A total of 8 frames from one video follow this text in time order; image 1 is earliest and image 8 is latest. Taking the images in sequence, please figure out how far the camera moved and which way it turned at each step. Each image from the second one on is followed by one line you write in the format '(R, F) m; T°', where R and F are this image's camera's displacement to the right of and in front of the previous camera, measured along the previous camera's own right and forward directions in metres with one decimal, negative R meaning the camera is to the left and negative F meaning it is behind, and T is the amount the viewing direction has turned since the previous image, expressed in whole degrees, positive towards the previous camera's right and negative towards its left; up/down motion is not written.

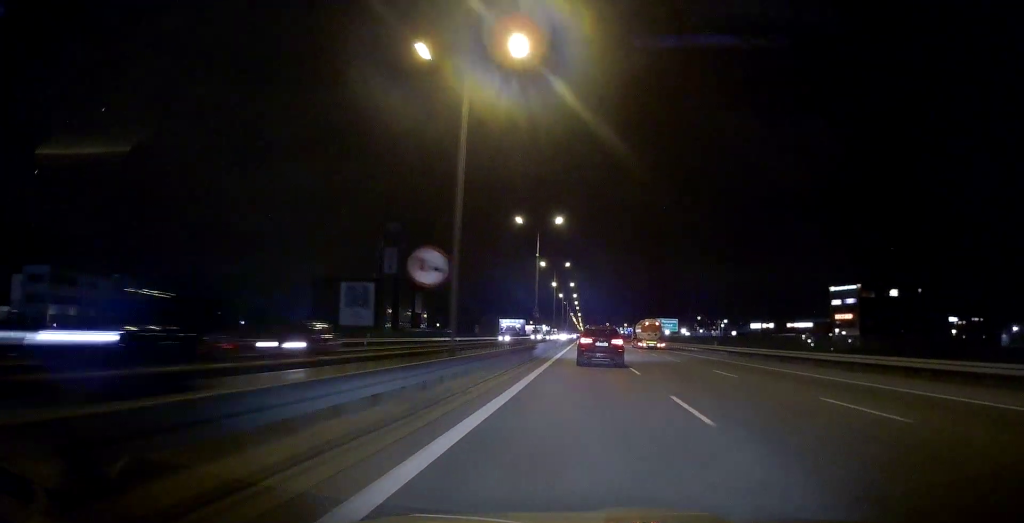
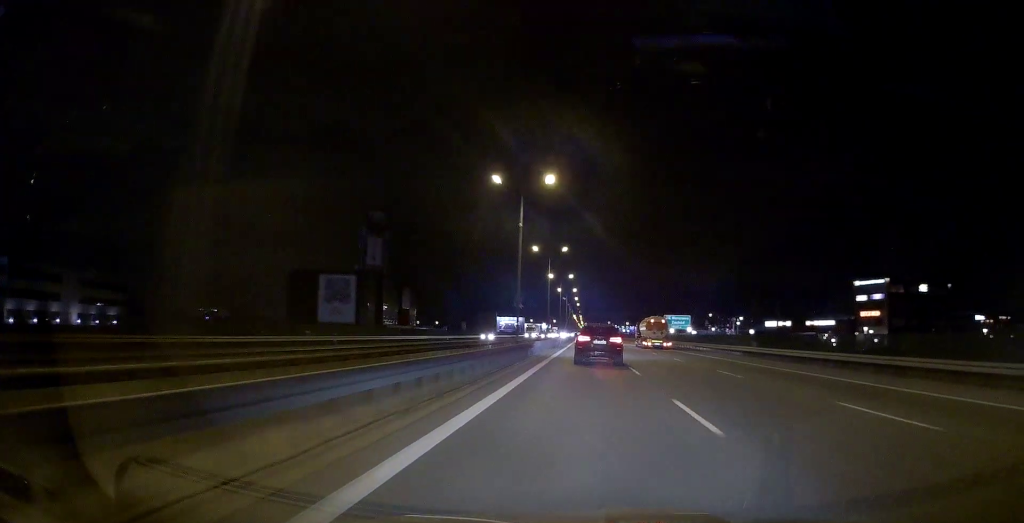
(0.0, +13.0) m; 0°
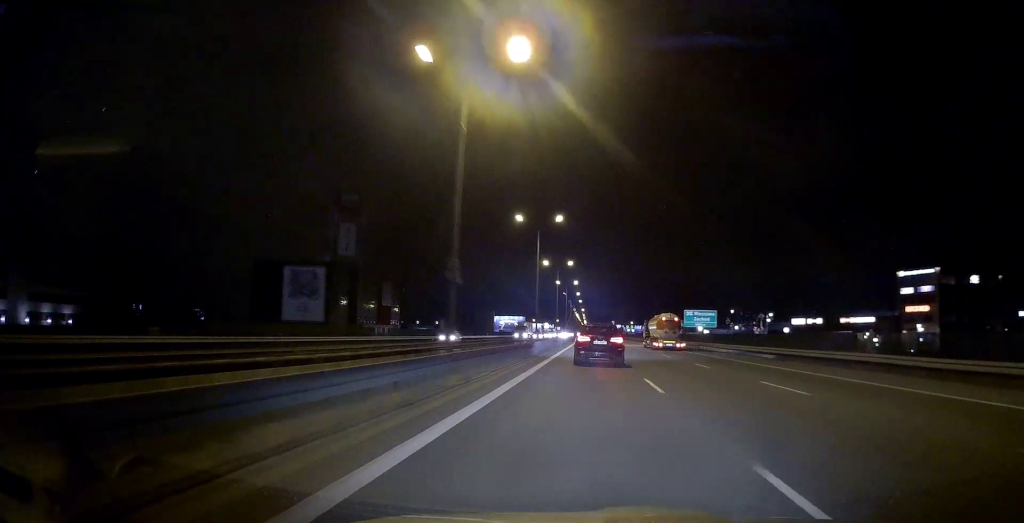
(0.0, +19.4) m; 0°
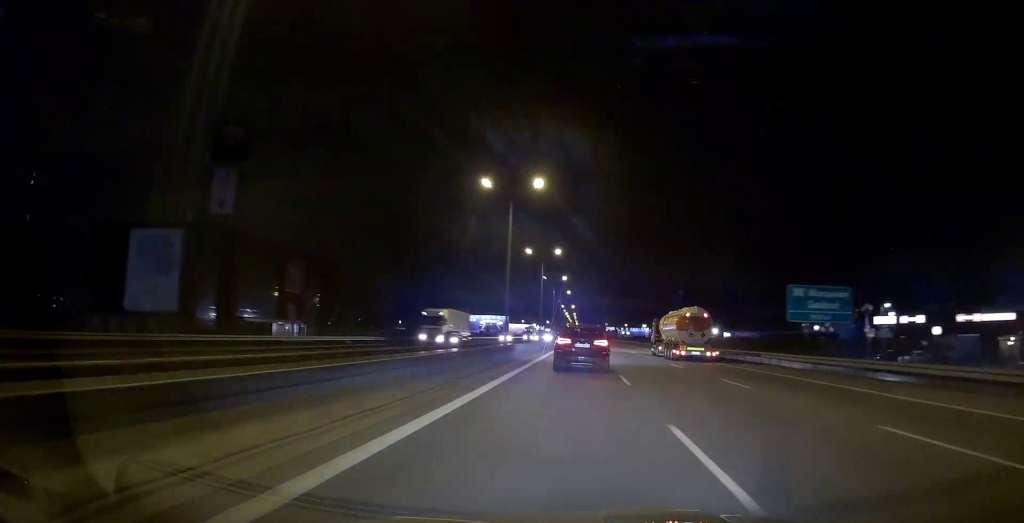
(0.0, +54.9) m; 0°
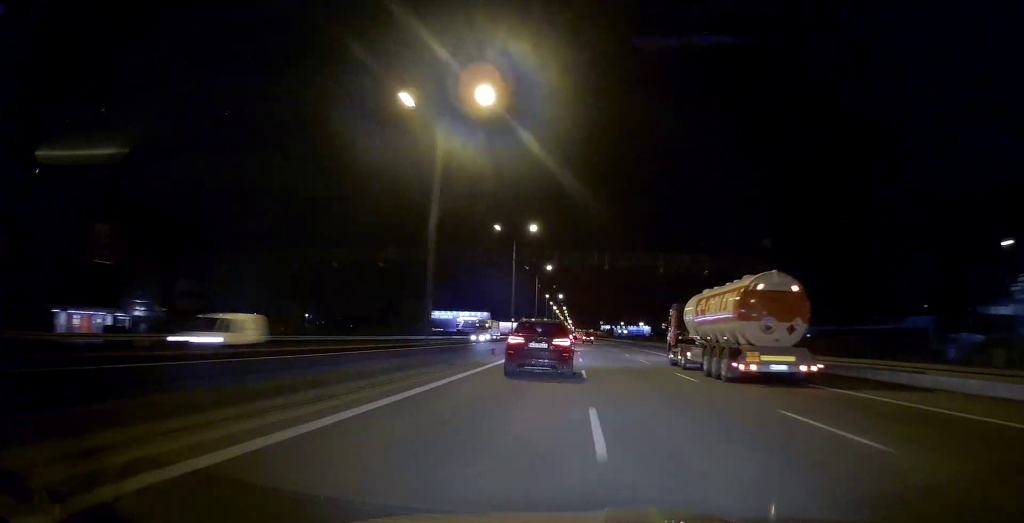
(+0.3, +50.3) m; 0°
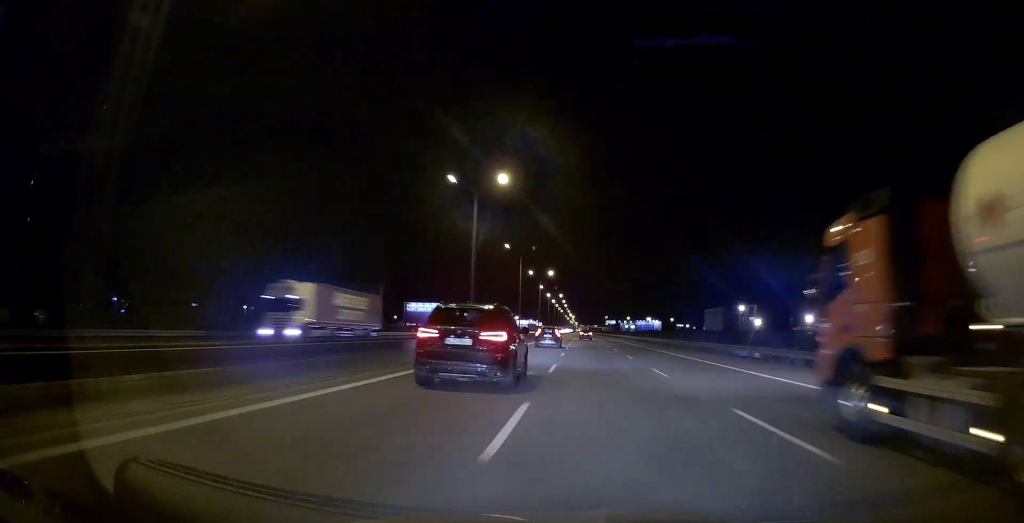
(0.0, +41.8) m; 0°
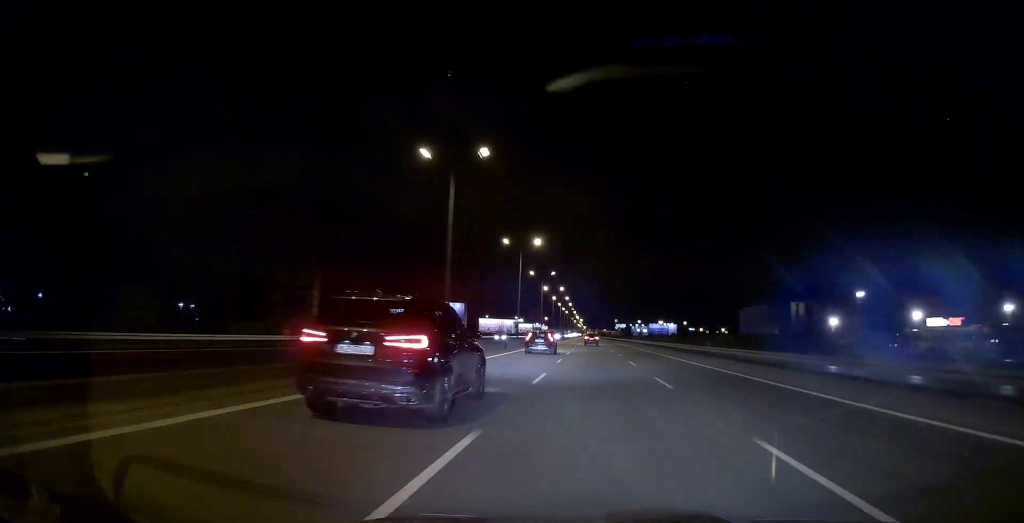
(-0.1, +28.2) m; 0°
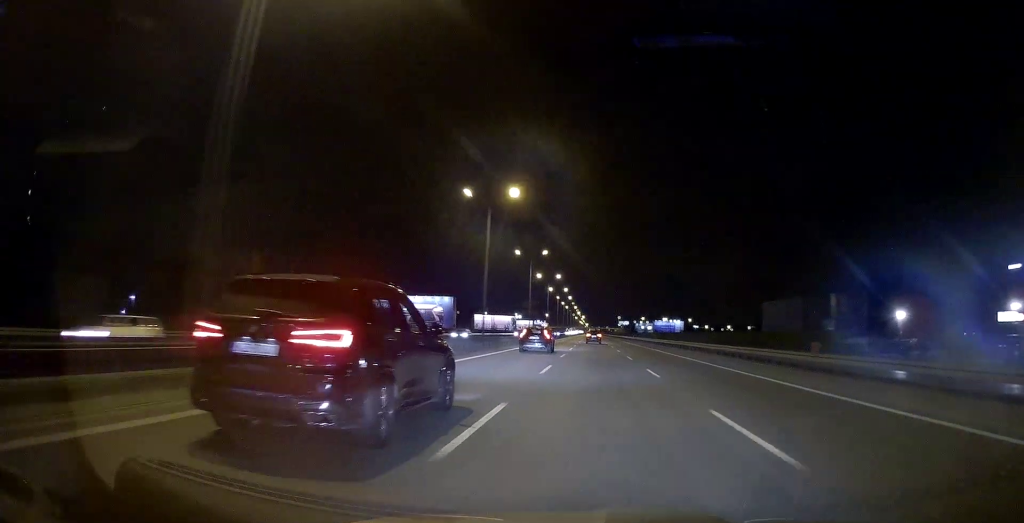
(0.0, +16.0) m; 0°
